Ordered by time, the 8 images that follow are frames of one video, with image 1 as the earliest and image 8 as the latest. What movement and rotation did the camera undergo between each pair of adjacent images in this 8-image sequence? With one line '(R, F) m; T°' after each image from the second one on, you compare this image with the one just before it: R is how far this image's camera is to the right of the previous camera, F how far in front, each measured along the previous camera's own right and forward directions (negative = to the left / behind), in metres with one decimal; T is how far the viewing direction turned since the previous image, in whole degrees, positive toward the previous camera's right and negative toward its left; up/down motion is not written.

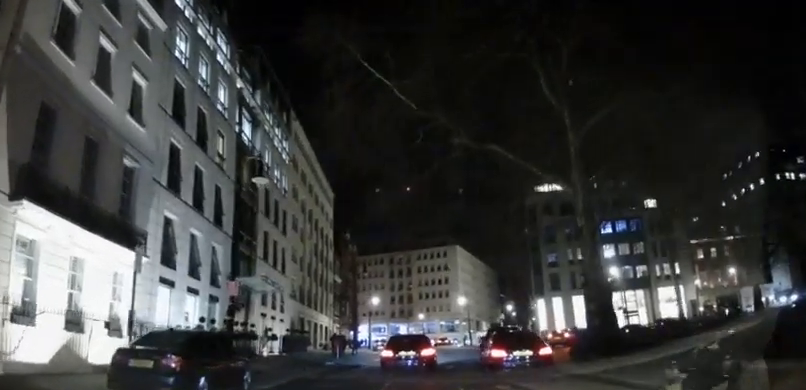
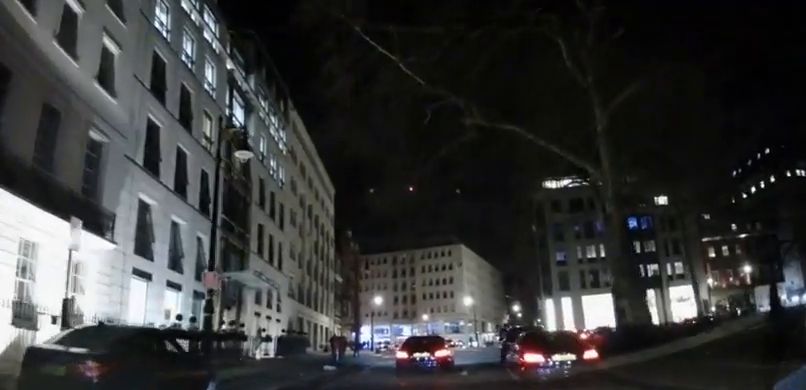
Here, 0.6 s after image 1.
(+0.1, +2.6) m; +3°
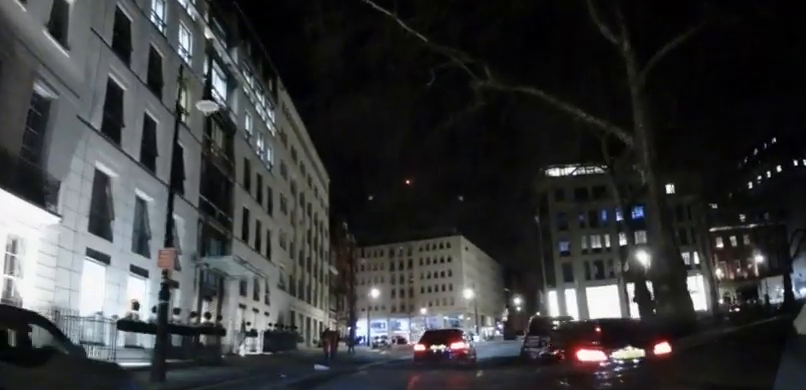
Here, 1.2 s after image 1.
(0.0, +3.2) m; +1°
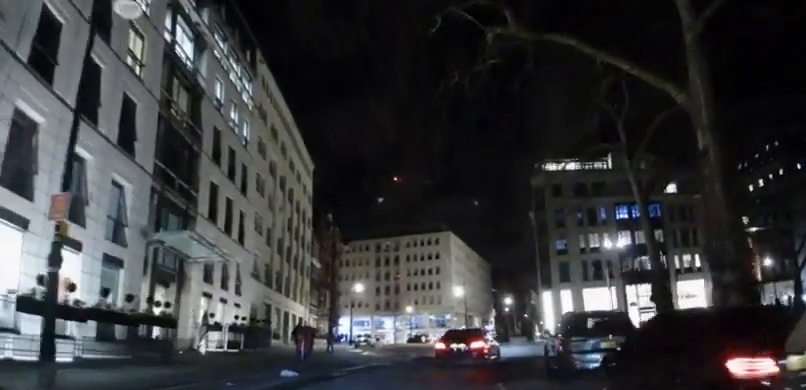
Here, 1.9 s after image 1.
(0.0, +4.0) m; -1°
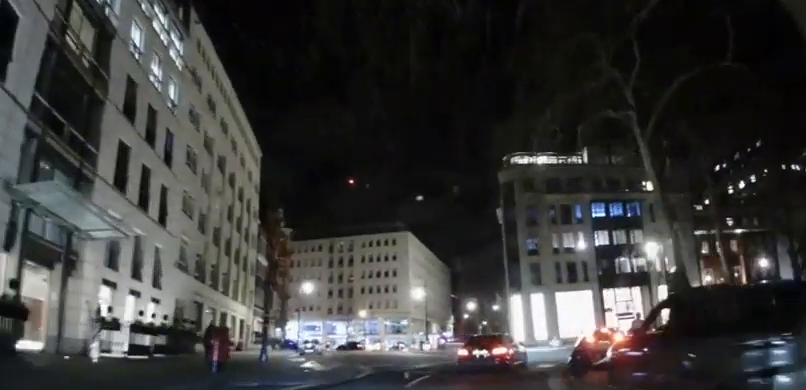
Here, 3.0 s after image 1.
(-0.1, +6.2) m; 0°
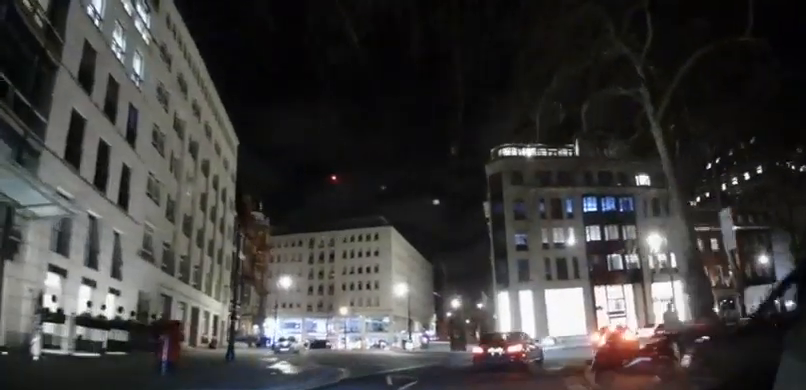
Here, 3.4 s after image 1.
(-0.2, +2.6) m; +1°
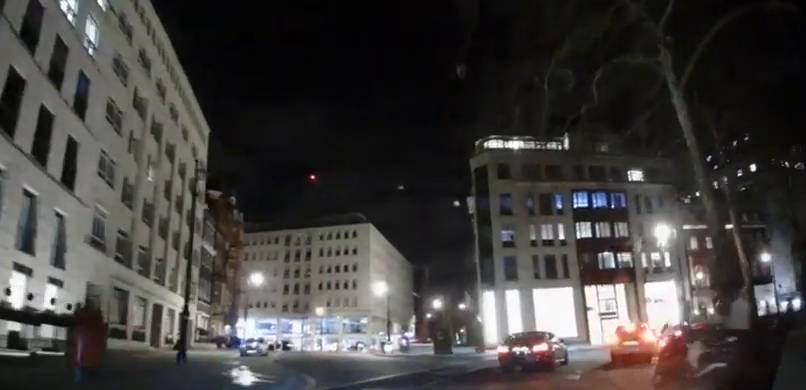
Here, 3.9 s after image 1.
(+0.2, +3.4) m; +2°
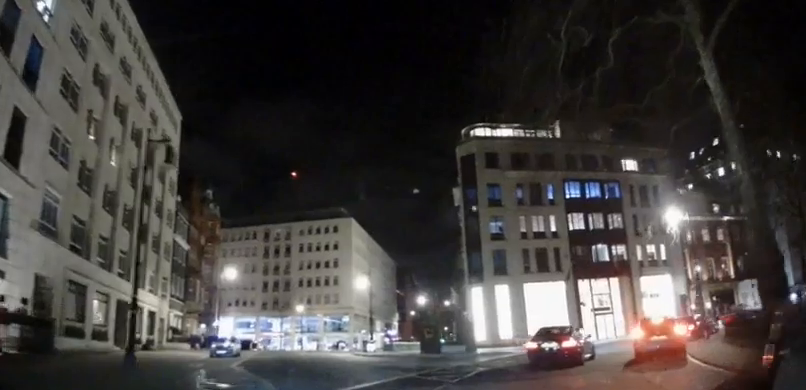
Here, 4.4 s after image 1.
(+0.2, +3.1) m; +1°
